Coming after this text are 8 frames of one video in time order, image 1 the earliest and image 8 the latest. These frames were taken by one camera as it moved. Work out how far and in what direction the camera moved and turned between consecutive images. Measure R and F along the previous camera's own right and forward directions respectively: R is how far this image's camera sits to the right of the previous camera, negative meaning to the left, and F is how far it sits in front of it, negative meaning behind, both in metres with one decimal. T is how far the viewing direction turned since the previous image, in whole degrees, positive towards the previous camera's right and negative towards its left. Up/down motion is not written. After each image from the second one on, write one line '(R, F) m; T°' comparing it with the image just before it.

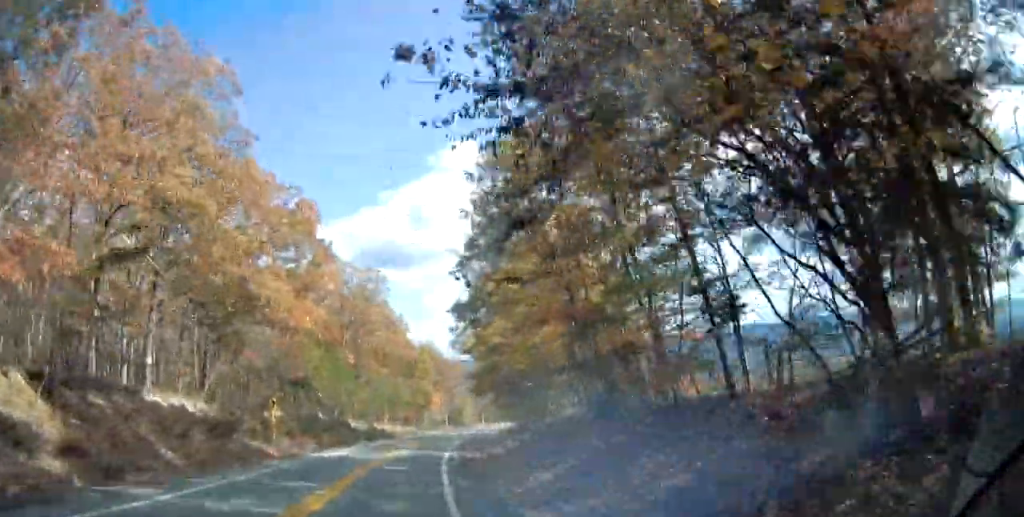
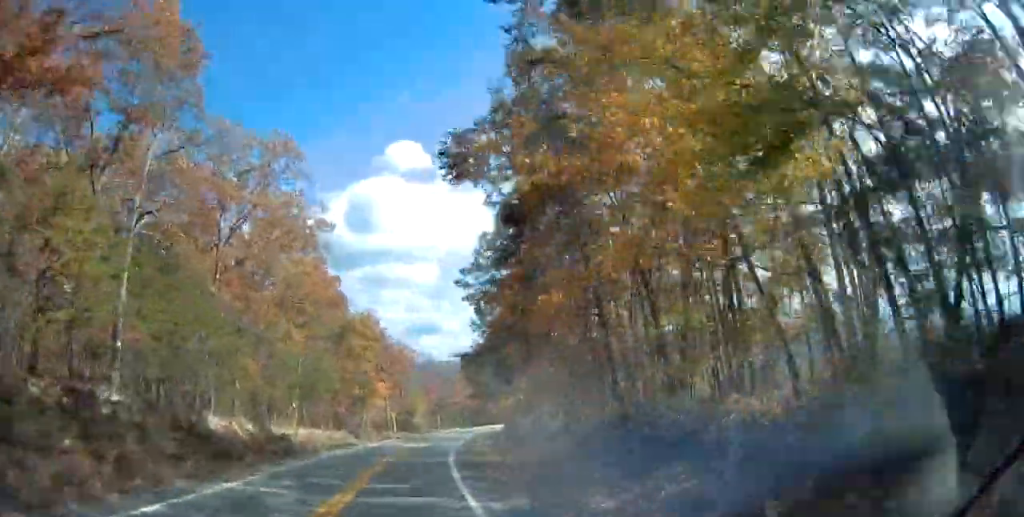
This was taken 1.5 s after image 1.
(0.0, +34.3) m; 0°
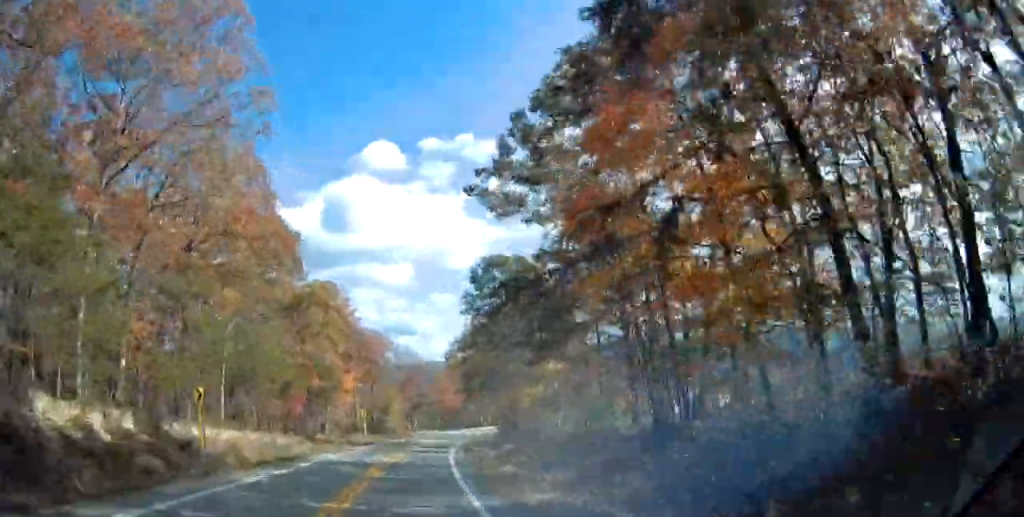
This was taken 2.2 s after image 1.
(0.0, +14.9) m; 0°
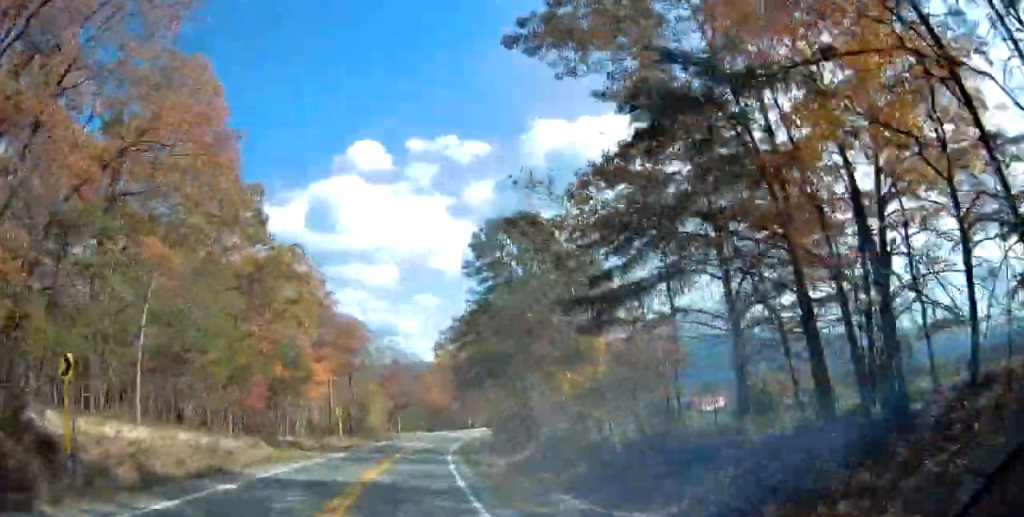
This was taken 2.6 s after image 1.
(0.0, +9.7) m; 0°
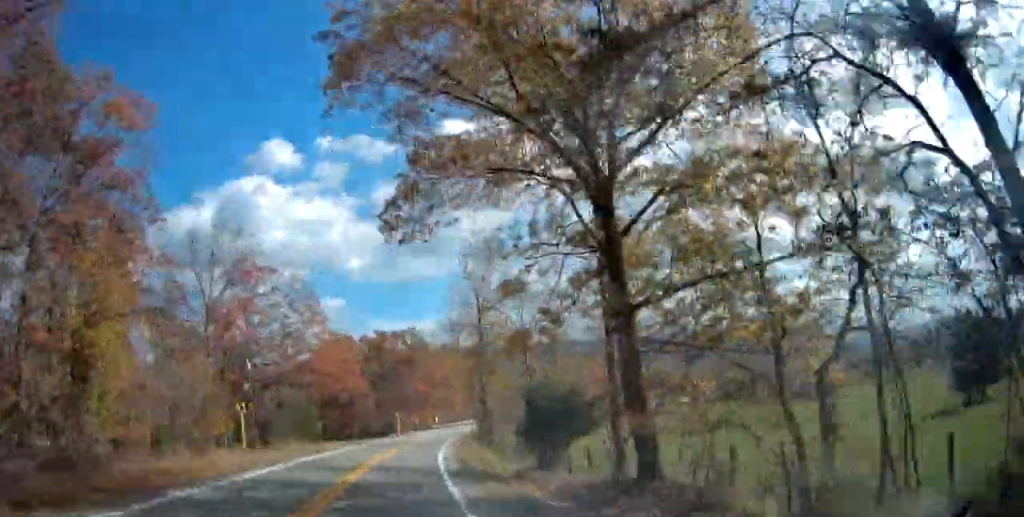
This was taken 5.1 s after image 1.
(+7.8, +53.5) m; +23°
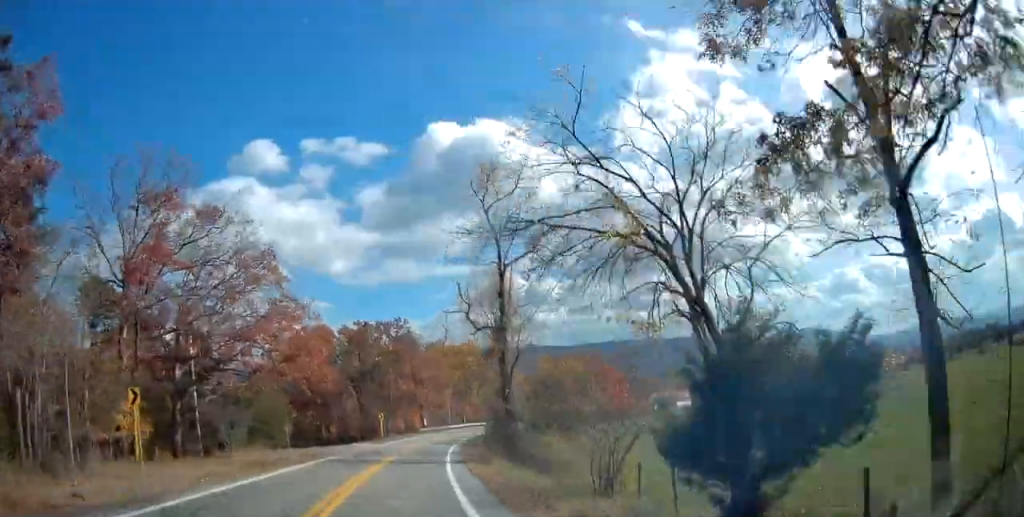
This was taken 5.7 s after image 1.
(+0.6, +13.1) m; +3°
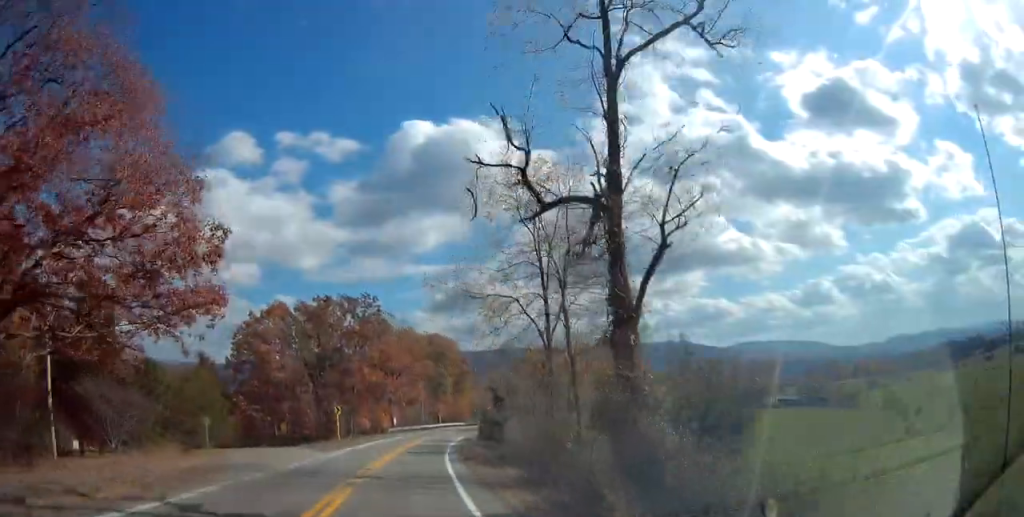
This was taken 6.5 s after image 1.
(+0.3, +18.0) m; +2°
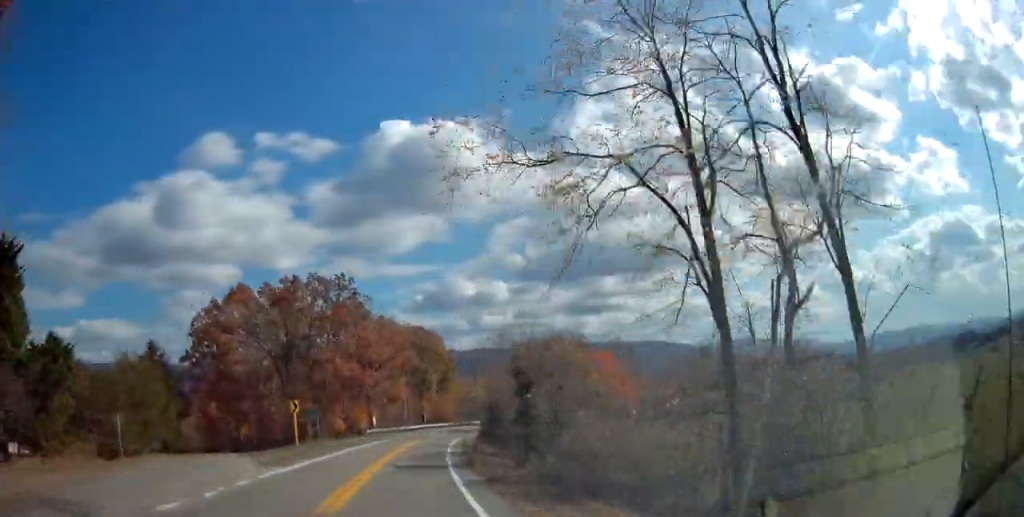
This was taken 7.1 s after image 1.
(-0.1, +12.1) m; +2°
